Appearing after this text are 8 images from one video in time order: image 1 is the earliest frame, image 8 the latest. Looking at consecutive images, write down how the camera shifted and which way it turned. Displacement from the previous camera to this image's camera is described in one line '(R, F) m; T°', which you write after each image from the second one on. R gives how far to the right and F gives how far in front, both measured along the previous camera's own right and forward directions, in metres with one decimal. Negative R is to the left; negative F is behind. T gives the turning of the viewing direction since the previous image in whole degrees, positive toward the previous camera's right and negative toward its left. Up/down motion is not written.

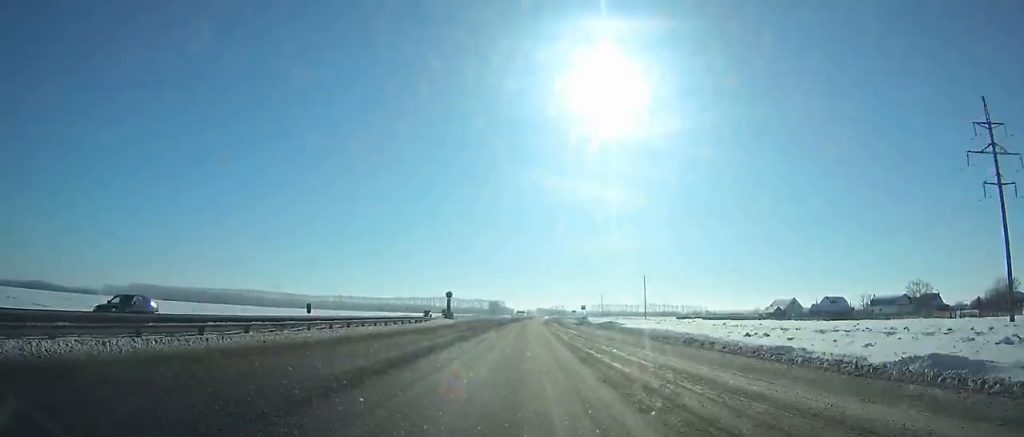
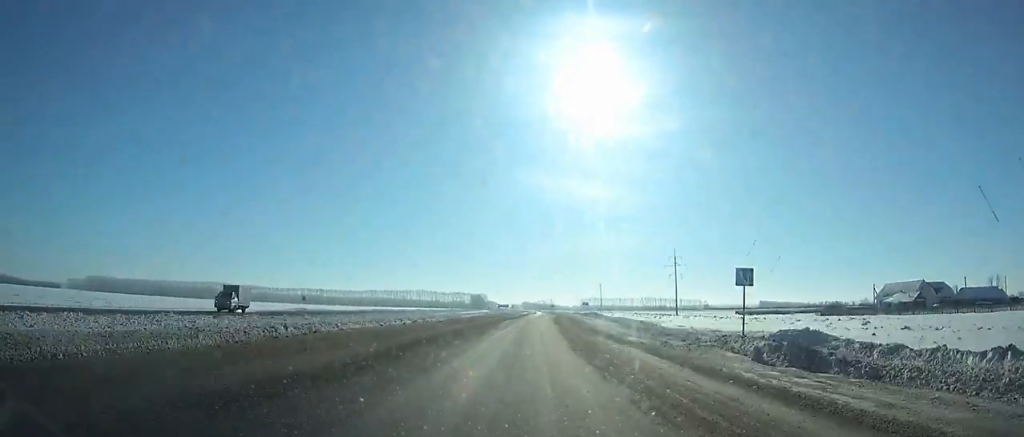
(+0.3, +73.2) m; +1°
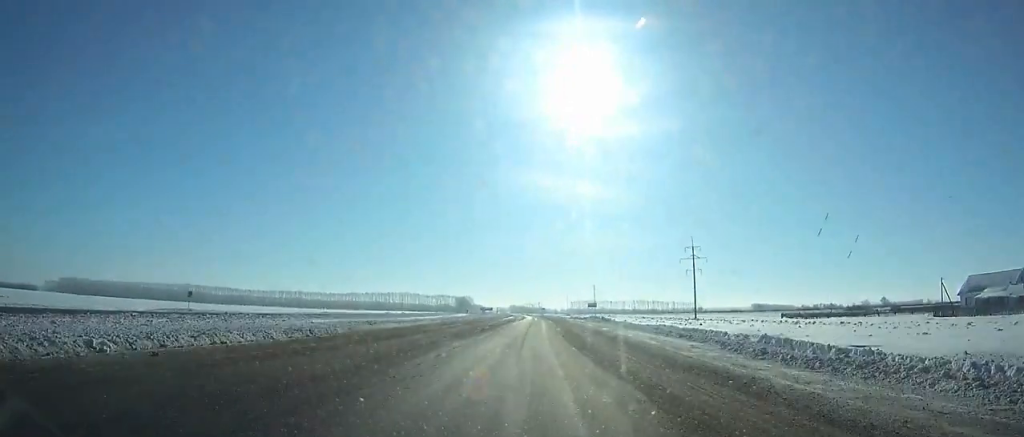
(+0.6, +33.2) m; +1°
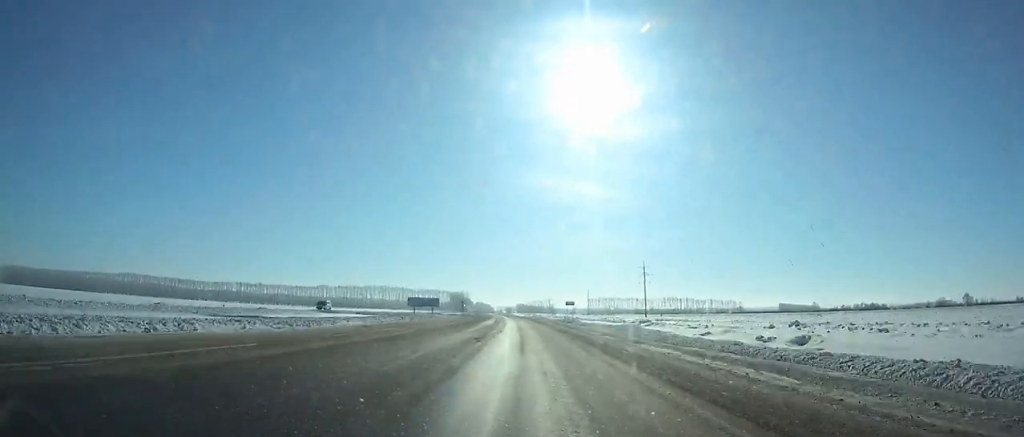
(+1.6, +143.6) m; 0°
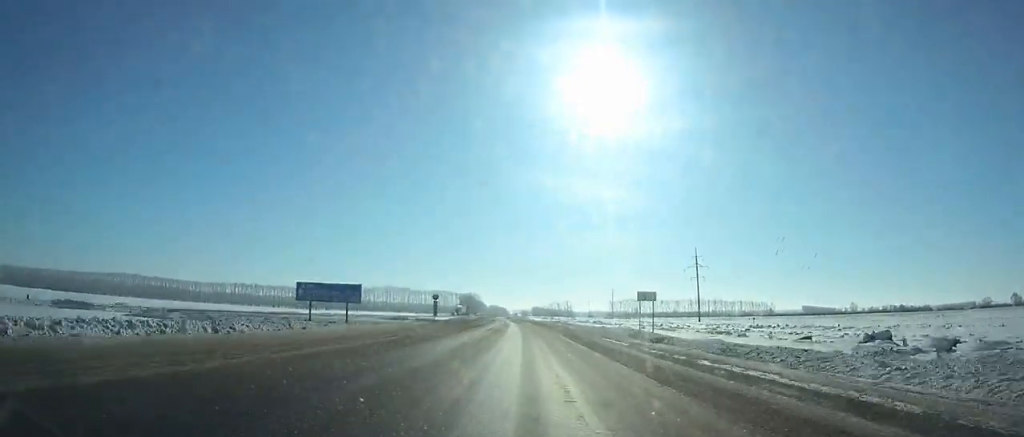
(-0.5, +50.9) m; -1°
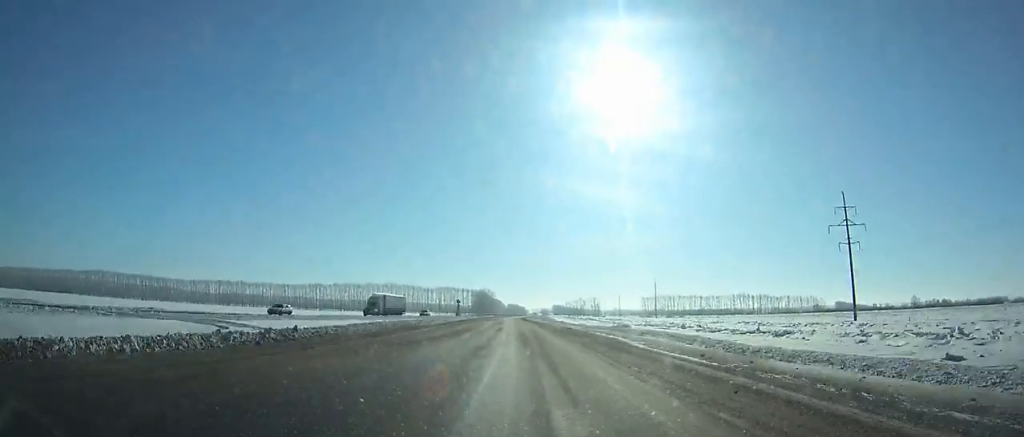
(-1.5, +75.3) m; -2°
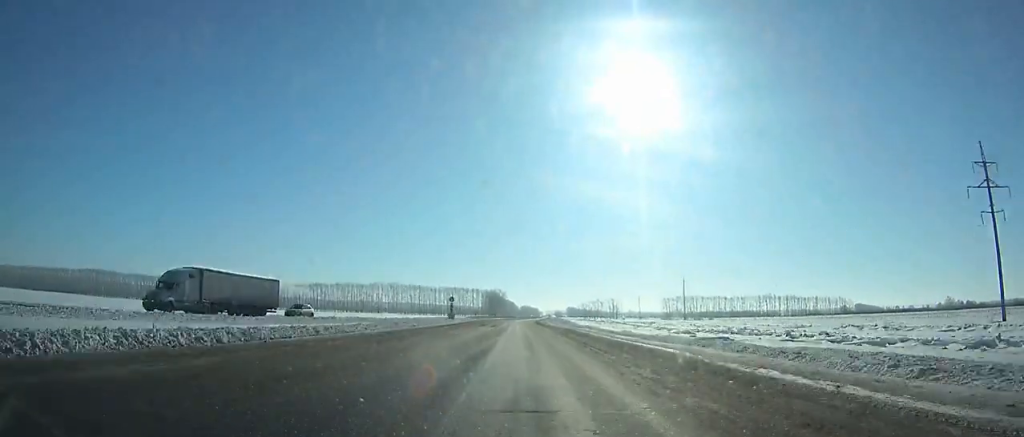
(-0.2, +31.7) m; -1°
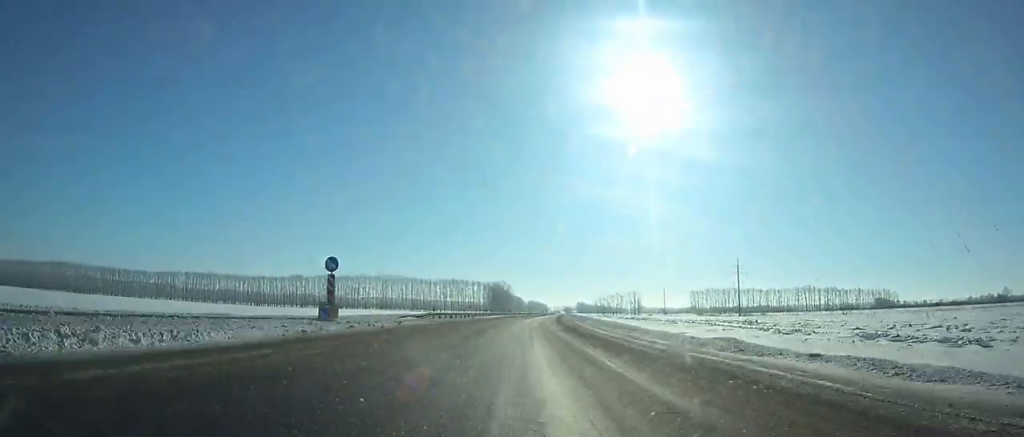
(-1.0, +63.3) m; -1°
